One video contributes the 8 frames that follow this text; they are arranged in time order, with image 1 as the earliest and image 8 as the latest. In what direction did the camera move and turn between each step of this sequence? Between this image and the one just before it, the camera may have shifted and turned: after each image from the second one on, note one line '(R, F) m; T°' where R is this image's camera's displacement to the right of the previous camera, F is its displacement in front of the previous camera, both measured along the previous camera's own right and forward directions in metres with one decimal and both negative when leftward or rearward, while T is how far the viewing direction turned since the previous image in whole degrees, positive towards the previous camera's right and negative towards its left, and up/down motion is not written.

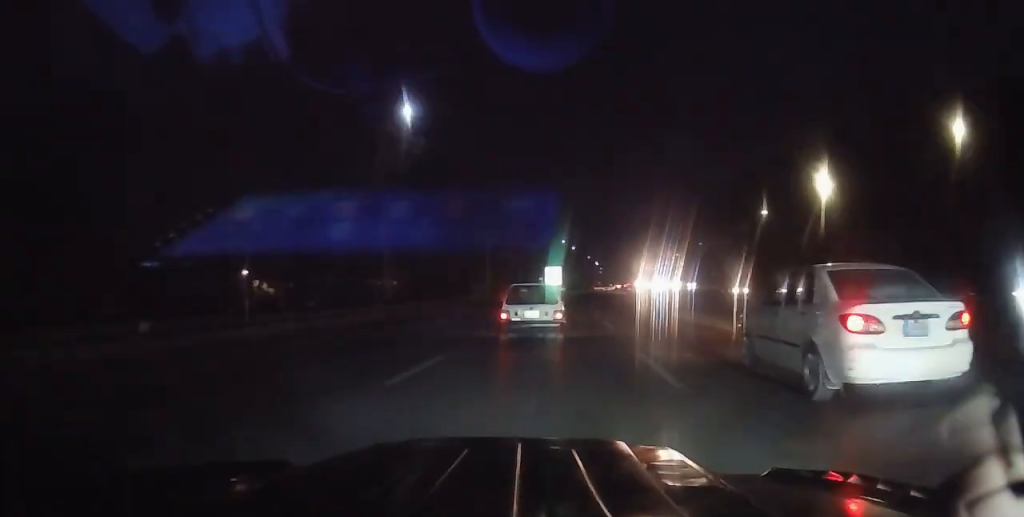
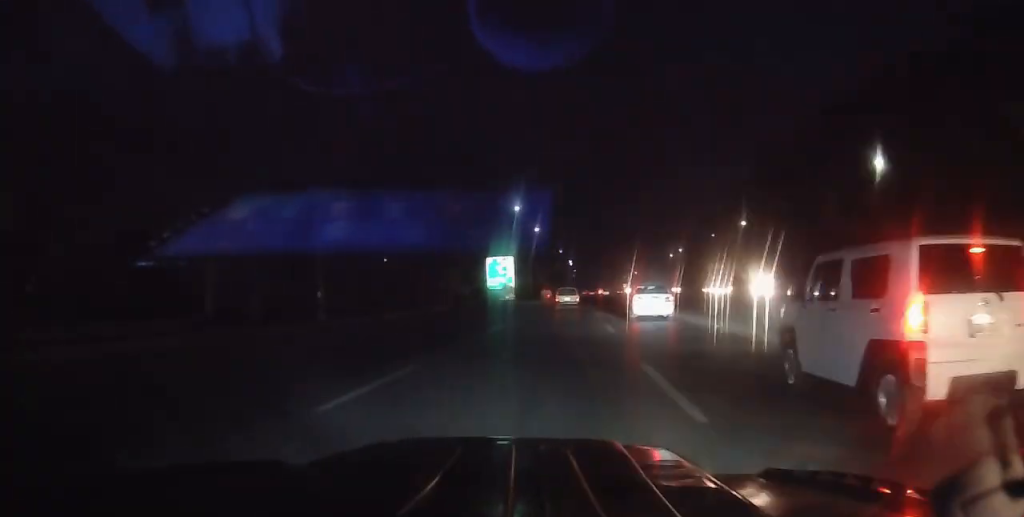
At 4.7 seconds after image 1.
(+2.2, +71.6) m; +2°
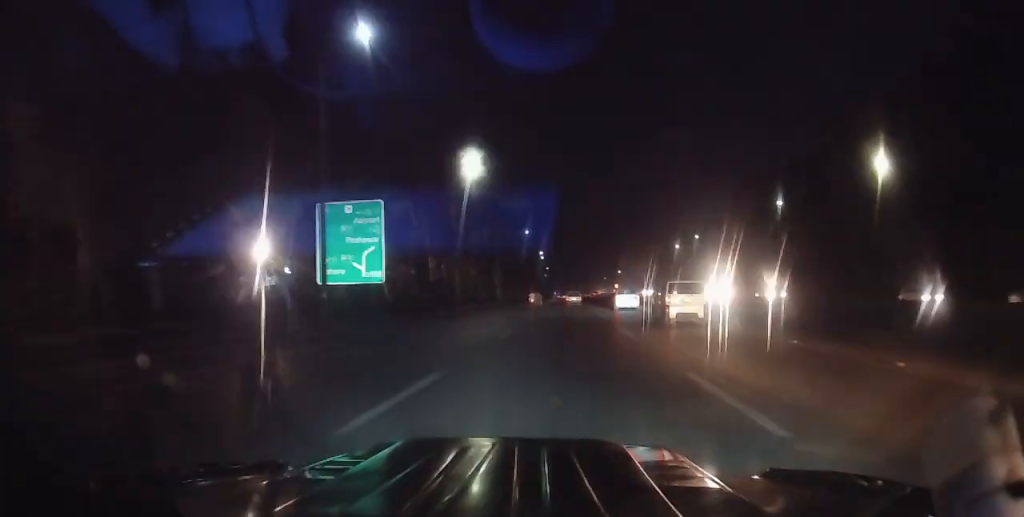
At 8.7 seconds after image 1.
(+1.0, +60.5) m; +1°
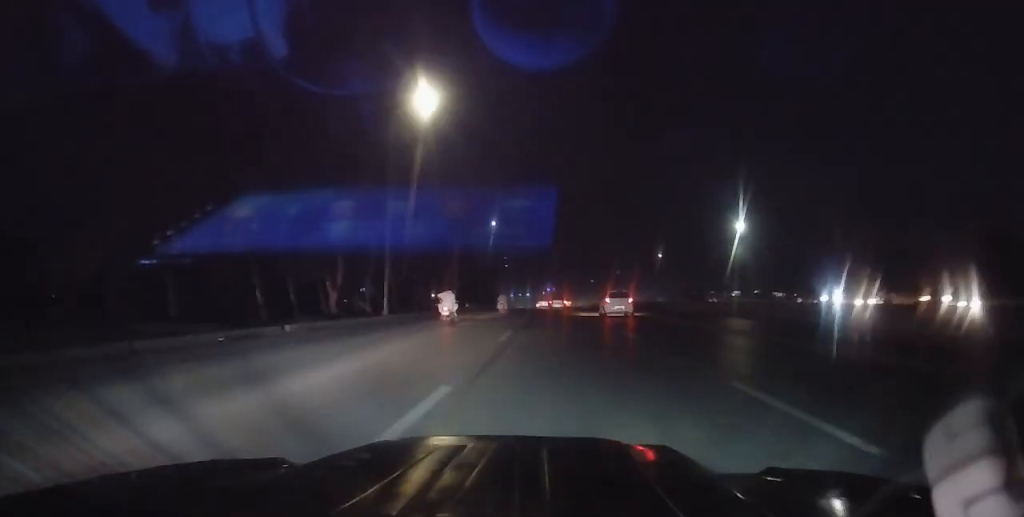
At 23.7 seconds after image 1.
(+0.1, +233.2) m; -2°
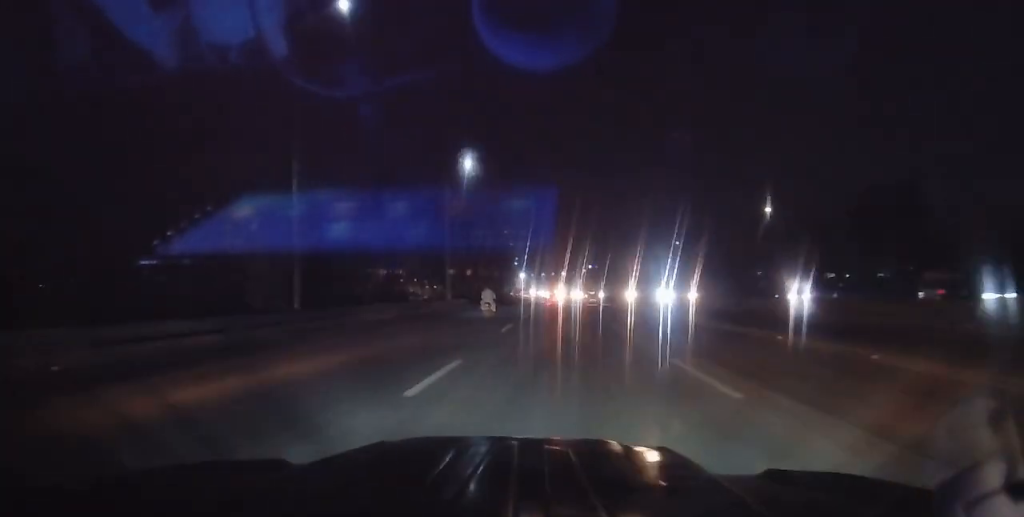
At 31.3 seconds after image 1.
(-2.6, +133.3) m; -2°
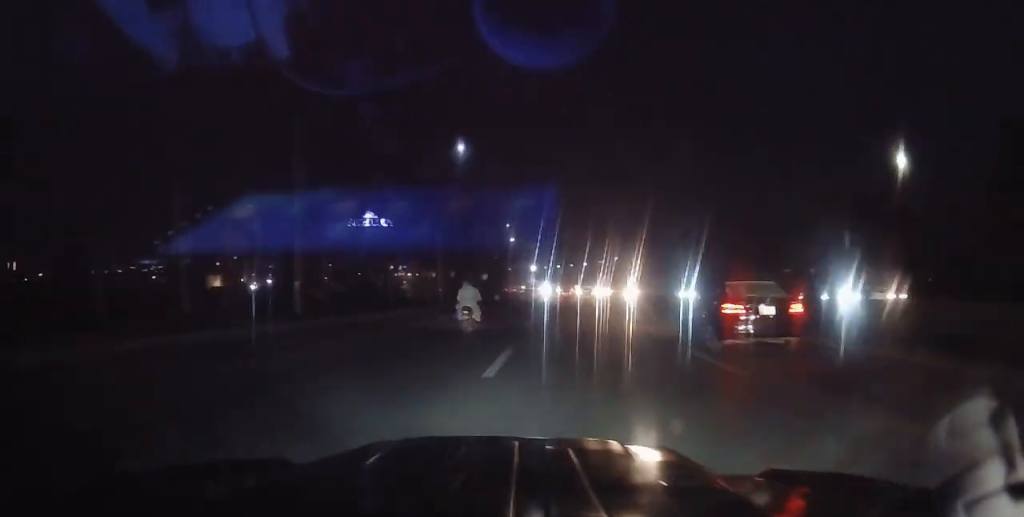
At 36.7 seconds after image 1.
(-1.0, +94.0) m; -2°
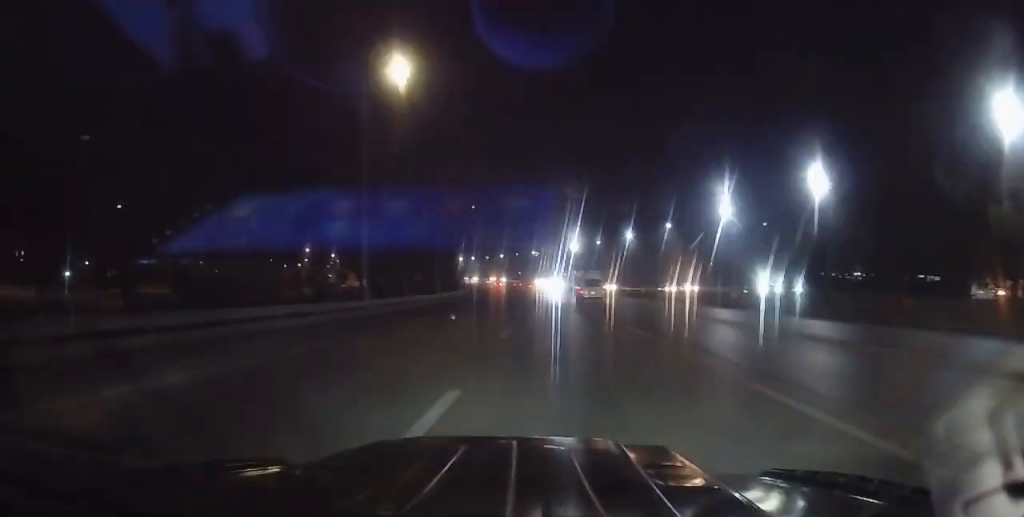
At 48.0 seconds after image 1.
(-10.0, +194.5) m; -7°
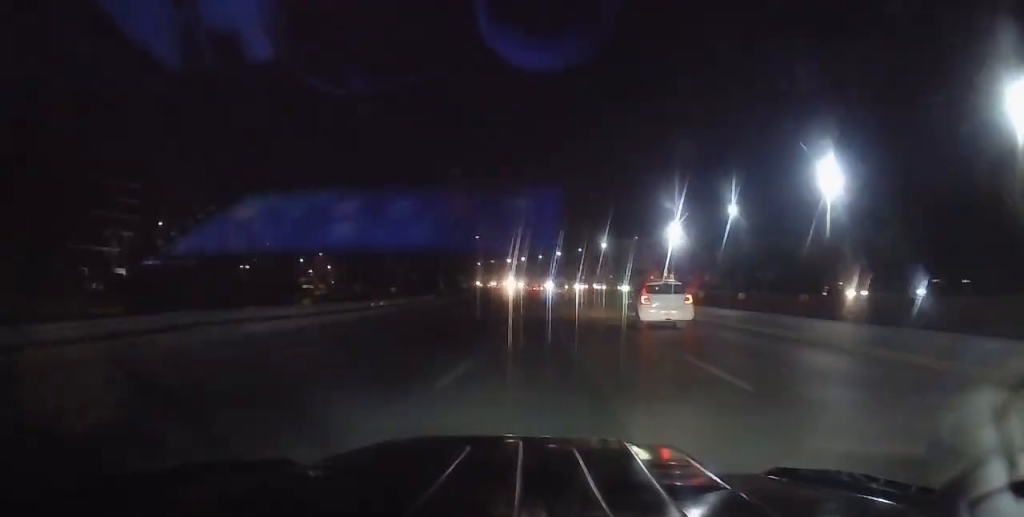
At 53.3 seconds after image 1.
(-3.3, +86.1) m; -5°
